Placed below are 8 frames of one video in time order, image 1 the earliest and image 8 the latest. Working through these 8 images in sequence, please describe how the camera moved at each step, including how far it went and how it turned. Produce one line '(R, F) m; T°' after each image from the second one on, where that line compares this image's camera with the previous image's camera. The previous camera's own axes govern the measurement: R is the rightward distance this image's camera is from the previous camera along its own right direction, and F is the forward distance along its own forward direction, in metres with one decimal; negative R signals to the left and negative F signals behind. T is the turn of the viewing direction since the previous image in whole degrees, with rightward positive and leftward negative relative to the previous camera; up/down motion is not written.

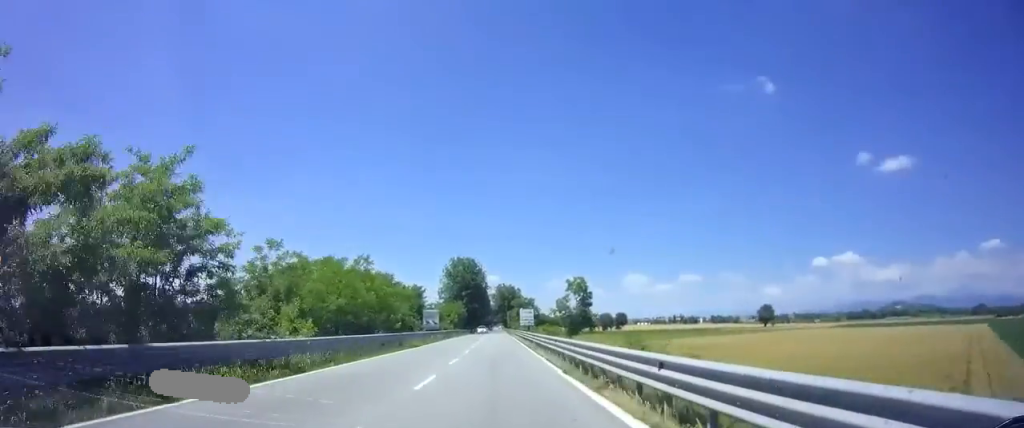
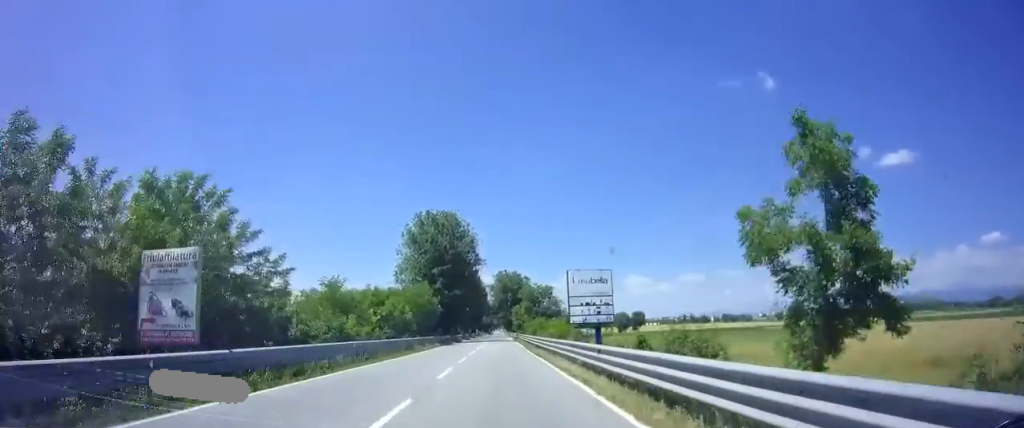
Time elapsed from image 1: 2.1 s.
(-0.1, +48.8) m; -1°
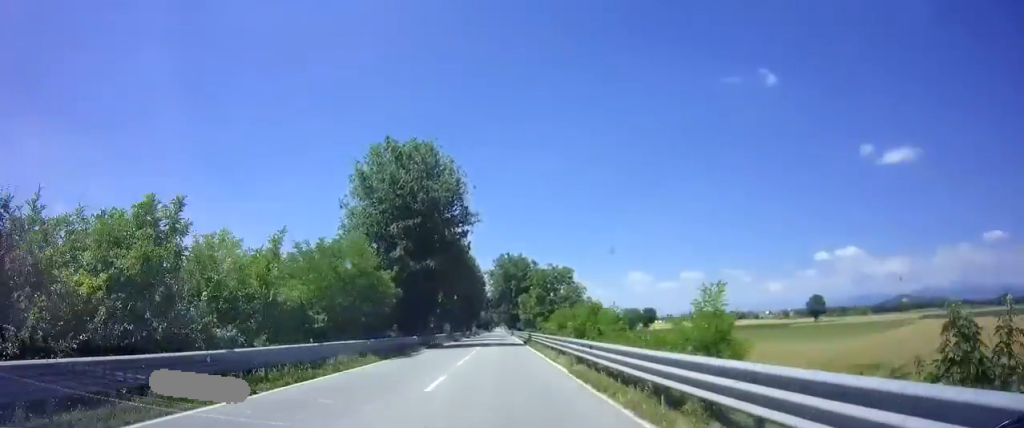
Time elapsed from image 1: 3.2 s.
(+0.1, +25.7) m; 0°
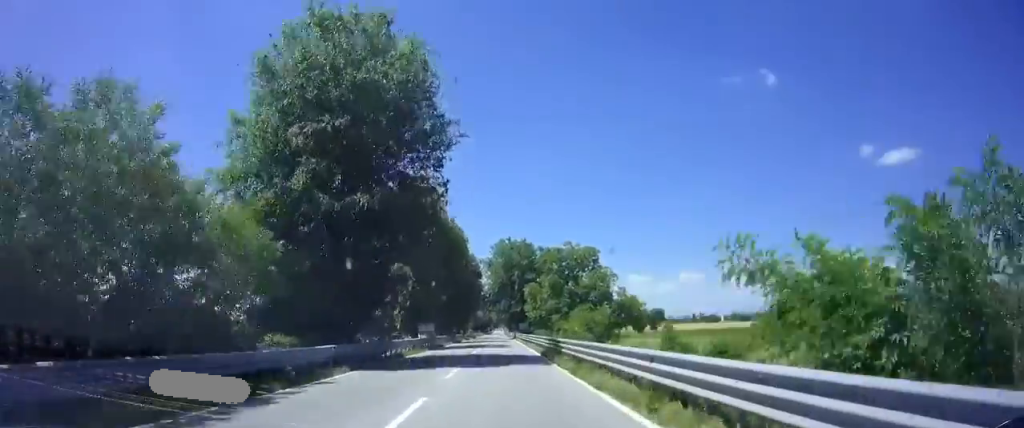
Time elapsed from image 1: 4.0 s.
(+0.1, +18.8) m; 0°
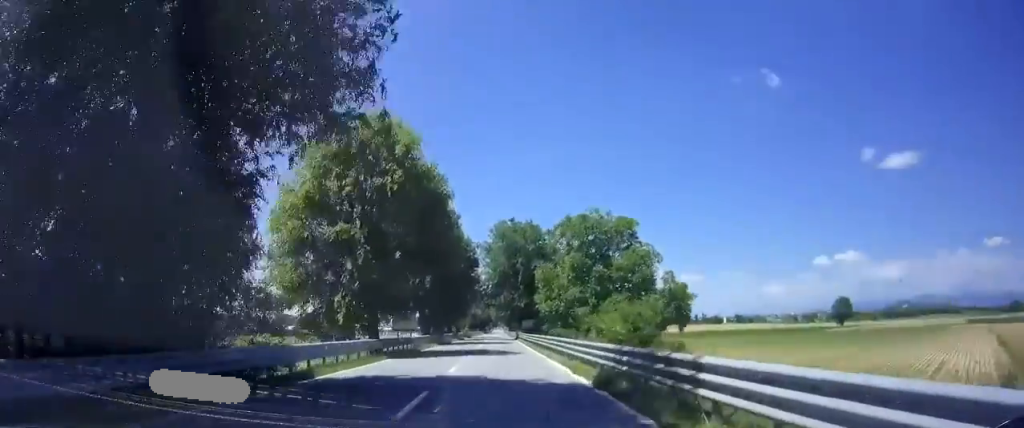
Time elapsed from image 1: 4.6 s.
(0.0, +14.9) m; 0°
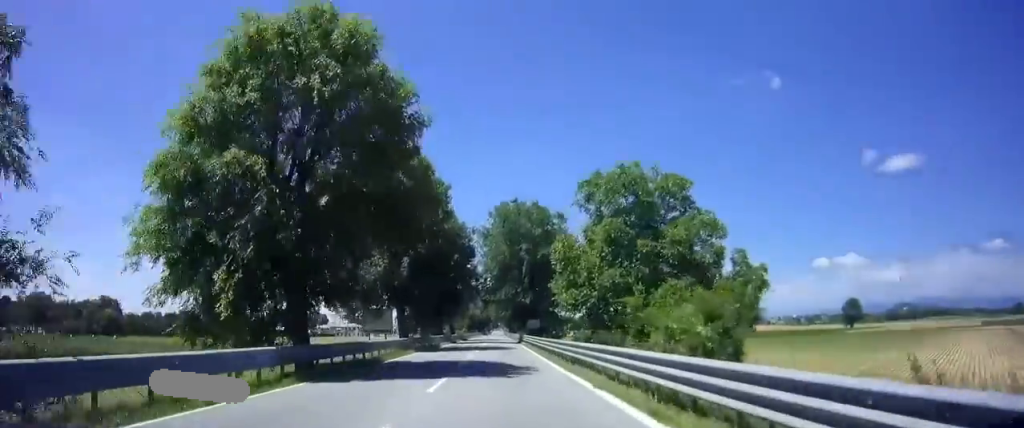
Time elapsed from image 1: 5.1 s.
(0.0, +10.2) m; 0°
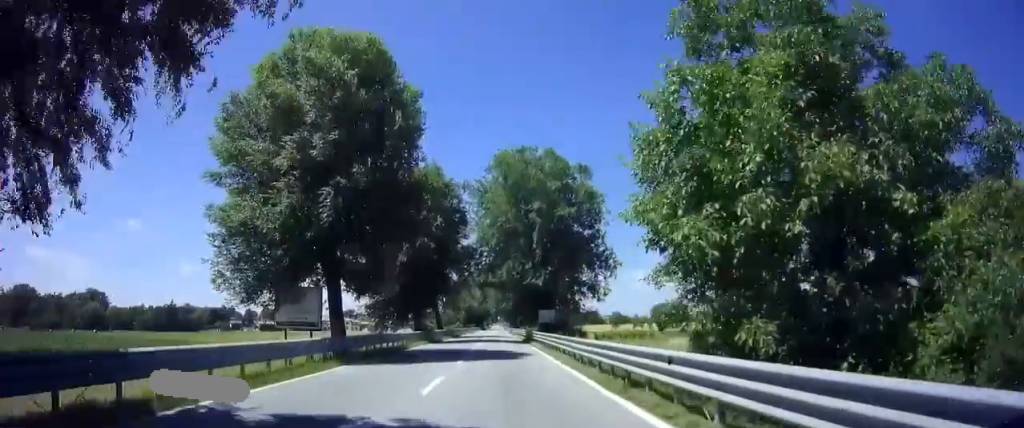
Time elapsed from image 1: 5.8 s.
(0.0, +16.5) m; 0°
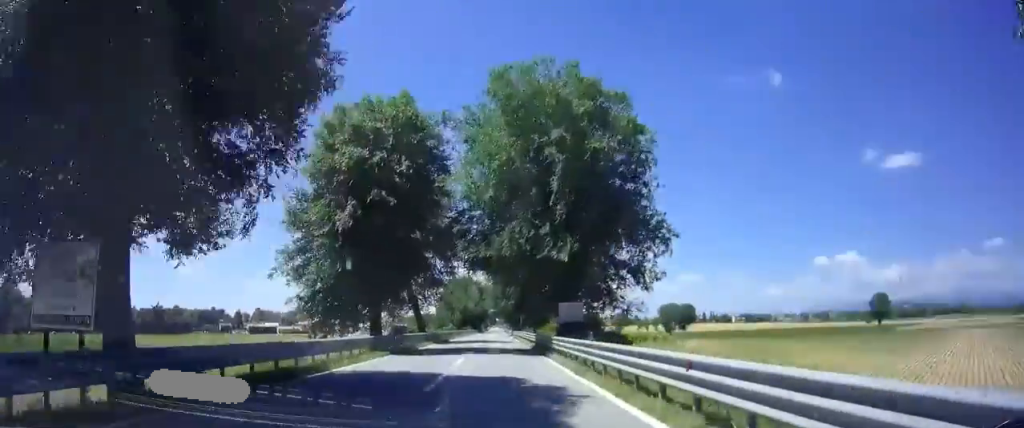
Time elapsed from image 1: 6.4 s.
(0.0, +14.1) m; 0°
